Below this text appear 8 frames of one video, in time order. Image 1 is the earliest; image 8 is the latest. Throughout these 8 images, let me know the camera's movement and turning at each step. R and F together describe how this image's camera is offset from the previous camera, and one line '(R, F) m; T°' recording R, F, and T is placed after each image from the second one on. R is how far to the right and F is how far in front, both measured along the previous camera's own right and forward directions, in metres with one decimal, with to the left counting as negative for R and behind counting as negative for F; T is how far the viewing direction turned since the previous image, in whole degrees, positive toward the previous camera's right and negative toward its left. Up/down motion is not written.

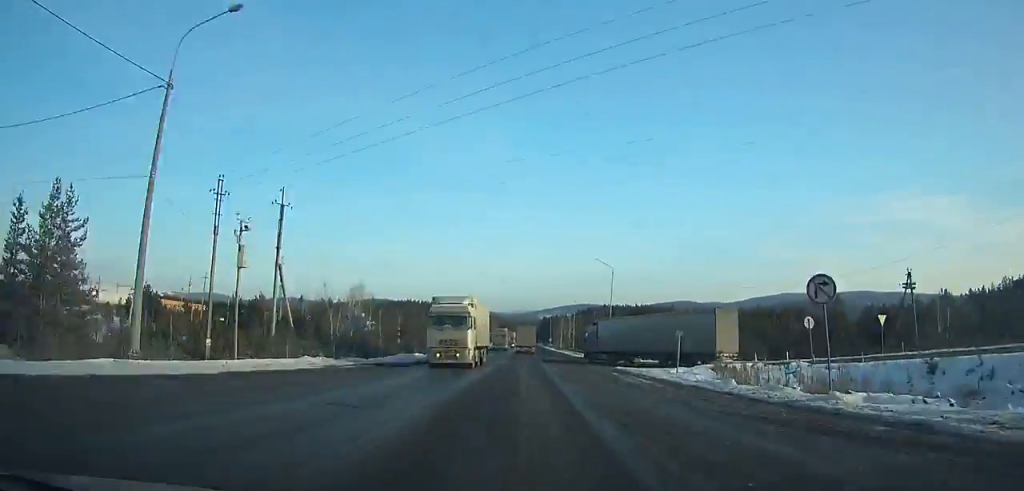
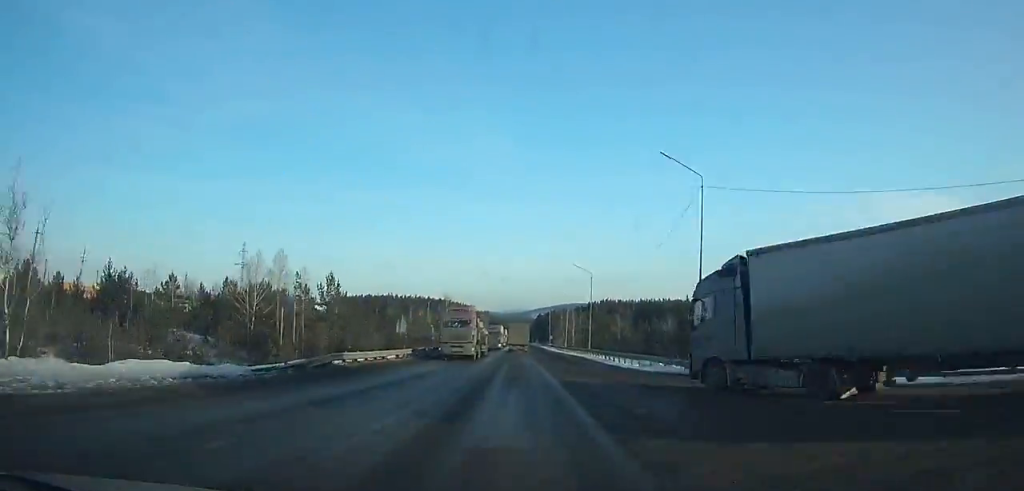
(+0.1, +37.3) m; 0°
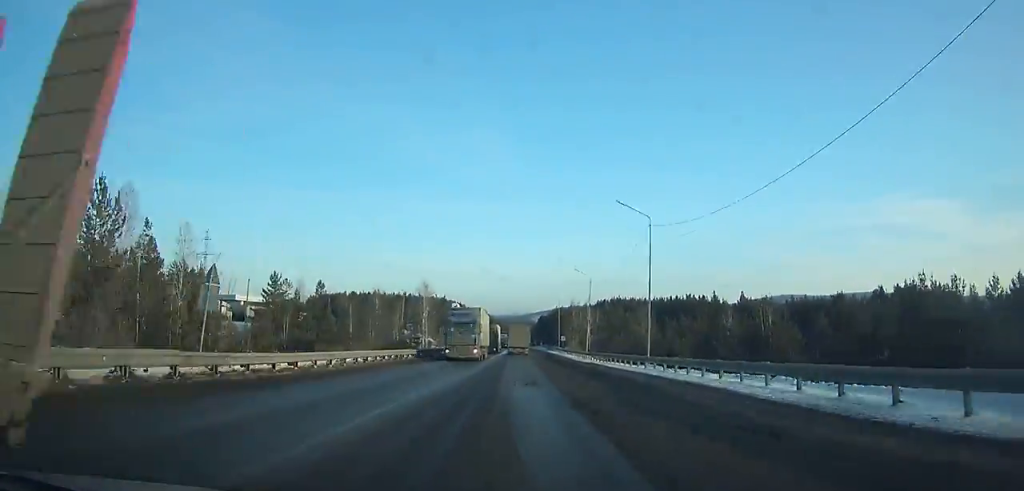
(0.0, +34.6) m; 0°
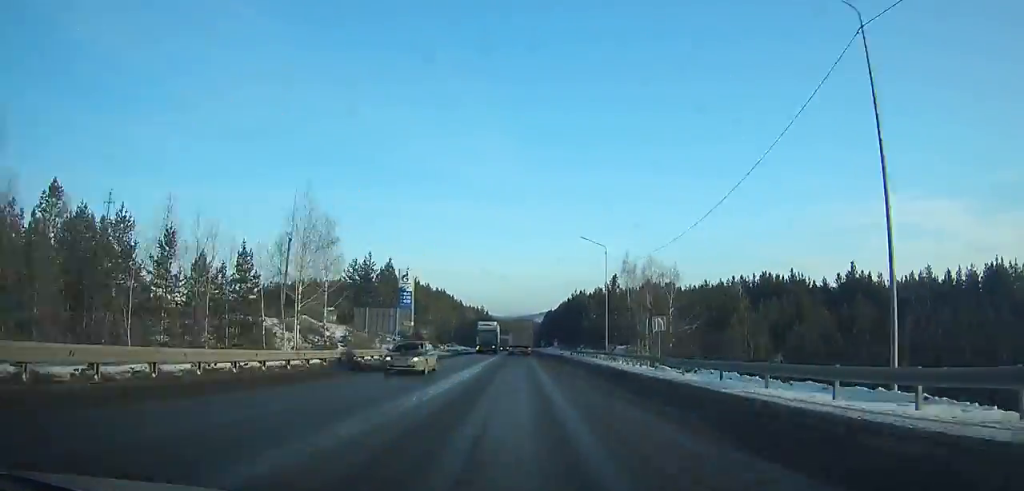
(-0.1, +63.2) m; 0°
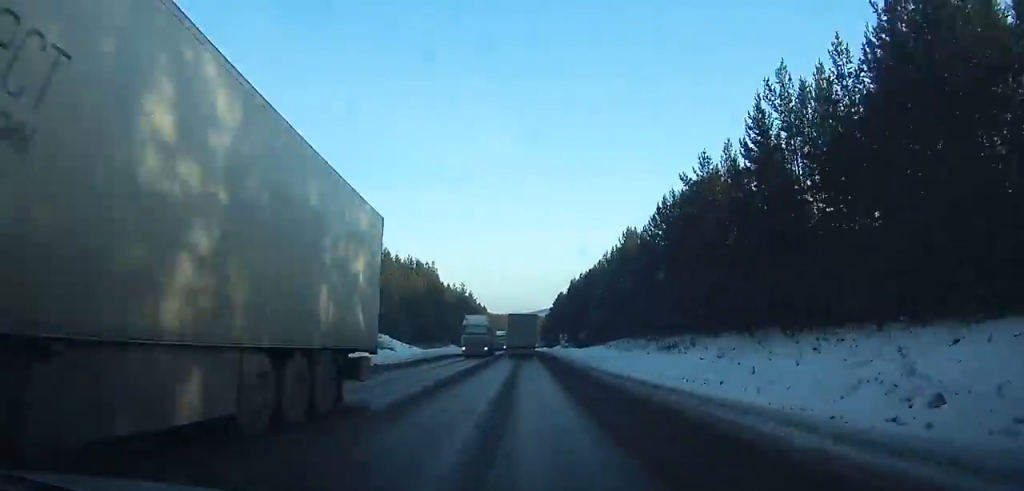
(+0.5, +113.1) m; 0°
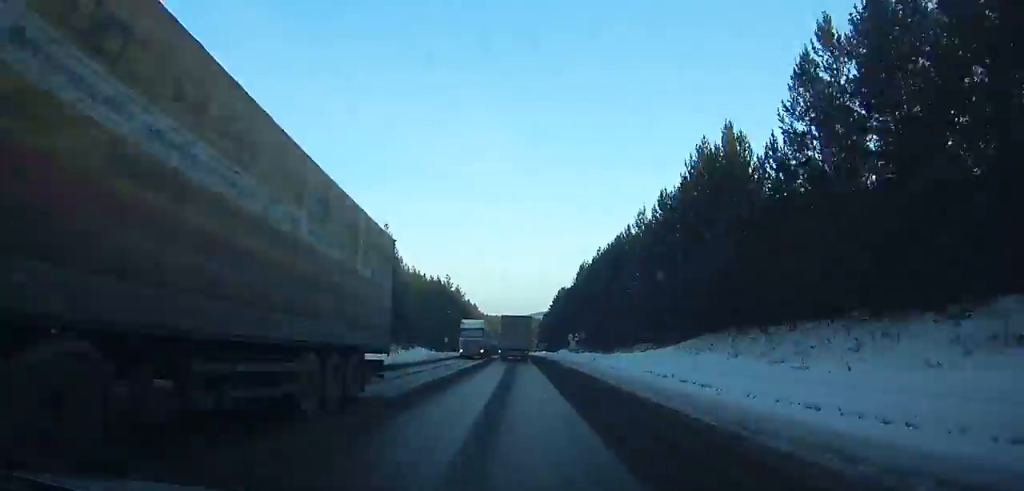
(-0.1, +32.5) m; 0°
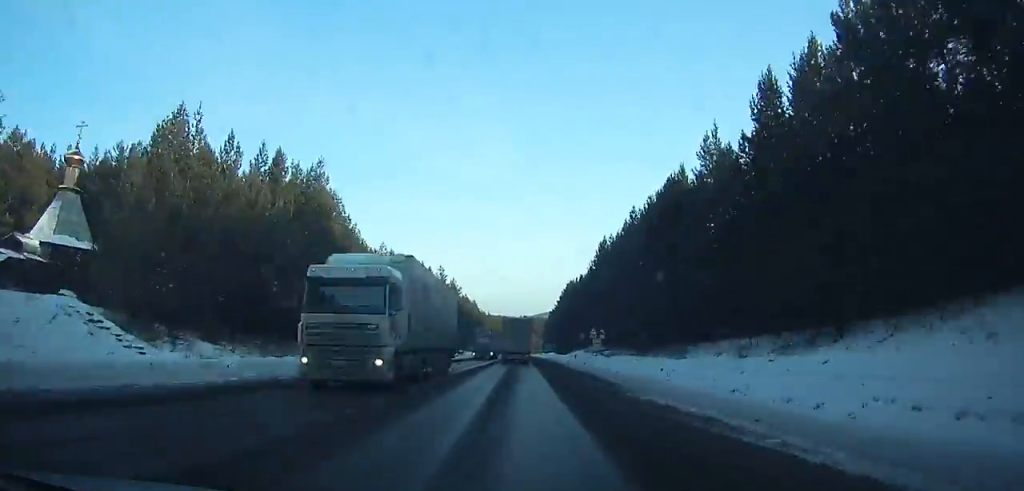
(0.0, +24.3) m; 0°
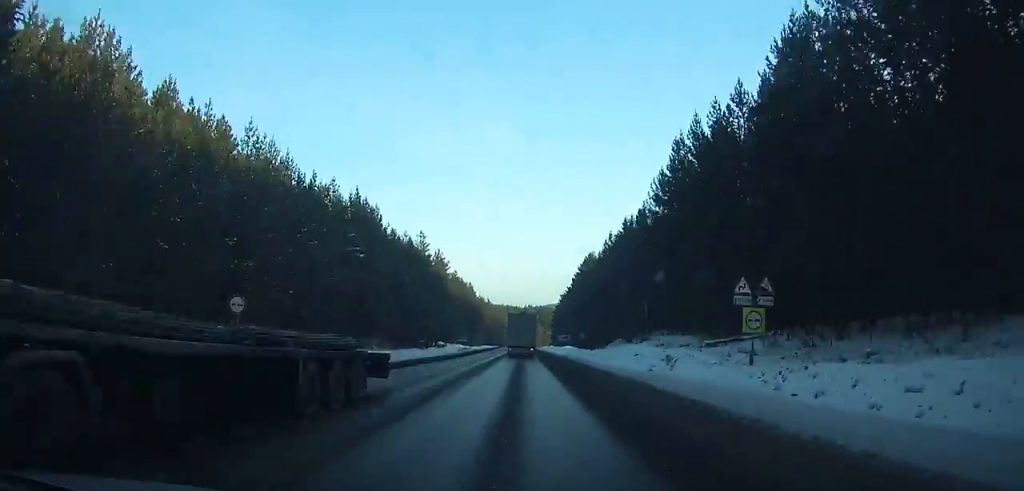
(-0.1, +41.7) m; 0°
